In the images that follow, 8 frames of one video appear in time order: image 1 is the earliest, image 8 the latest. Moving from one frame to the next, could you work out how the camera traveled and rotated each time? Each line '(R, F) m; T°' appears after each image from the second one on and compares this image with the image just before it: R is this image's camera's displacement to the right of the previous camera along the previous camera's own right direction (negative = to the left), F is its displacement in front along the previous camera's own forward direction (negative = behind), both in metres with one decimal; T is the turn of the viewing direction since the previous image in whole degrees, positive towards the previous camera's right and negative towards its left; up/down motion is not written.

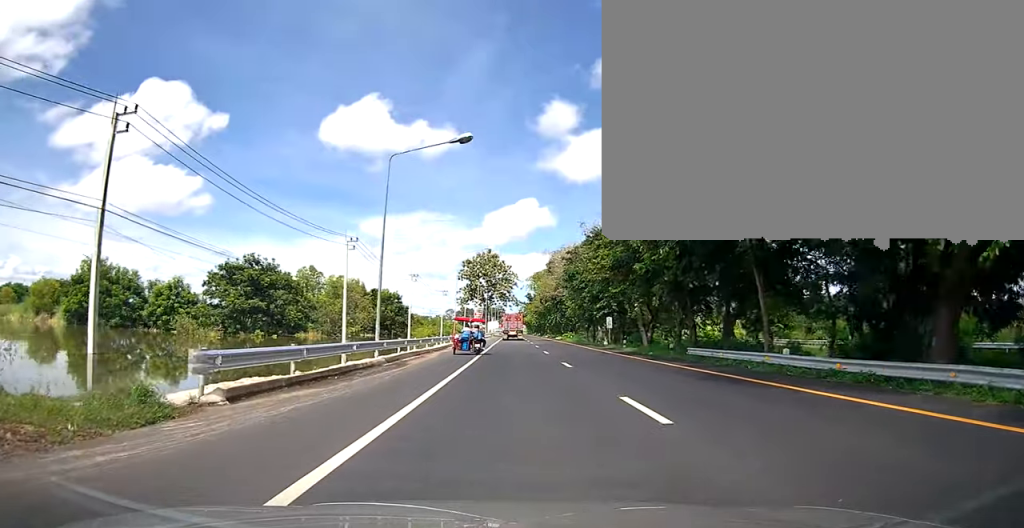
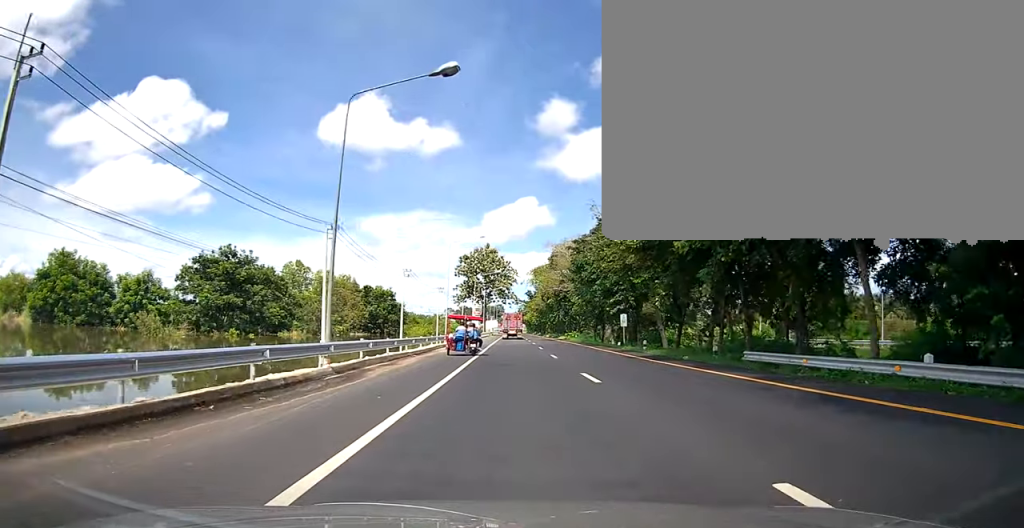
(0.0, +6.2) m; 0°
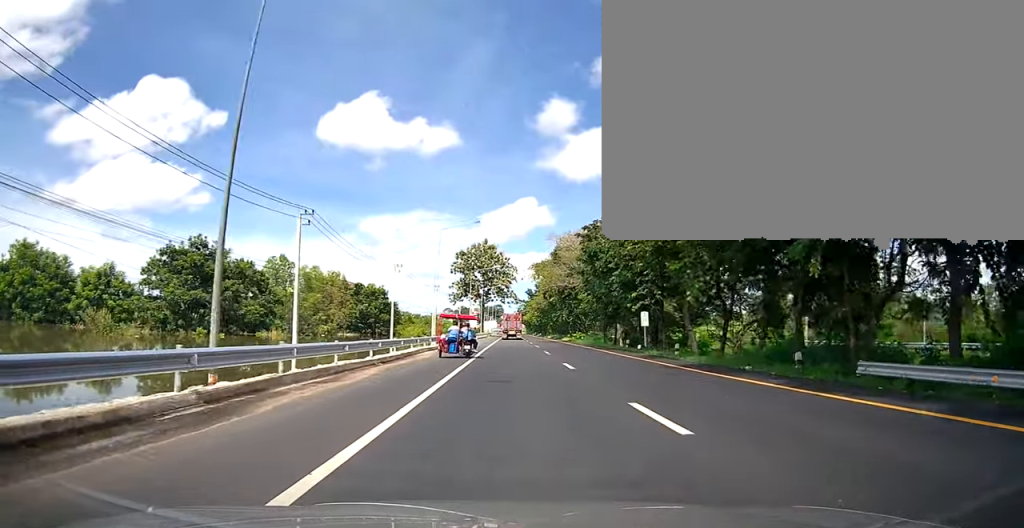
(0.0, +6.7) m; 0°
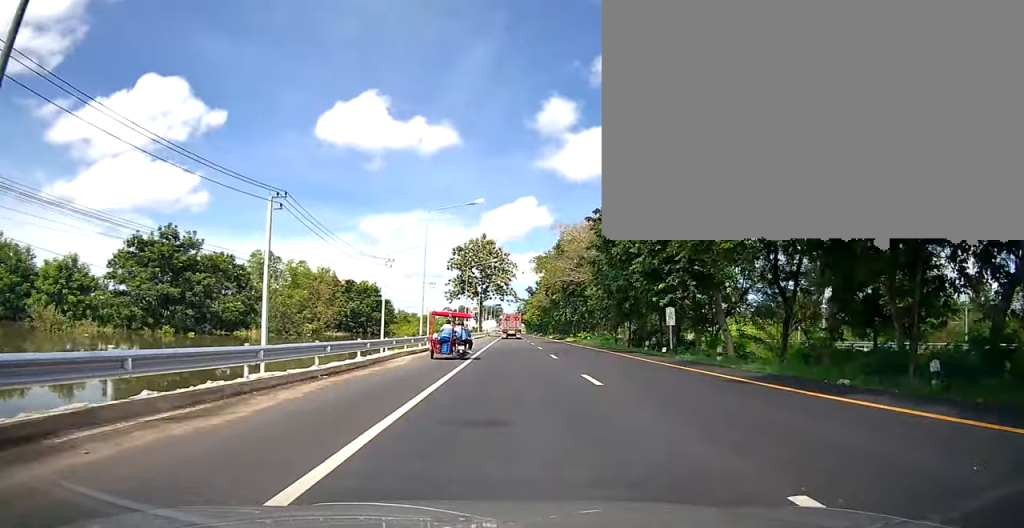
(0.0, +5.7) m; 0°
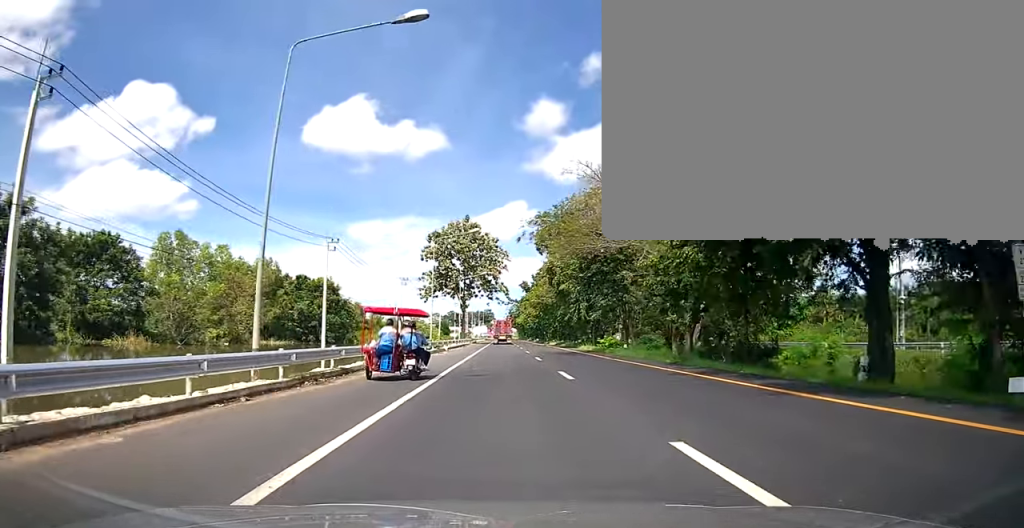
(+0.1, +21.4) m; 0°
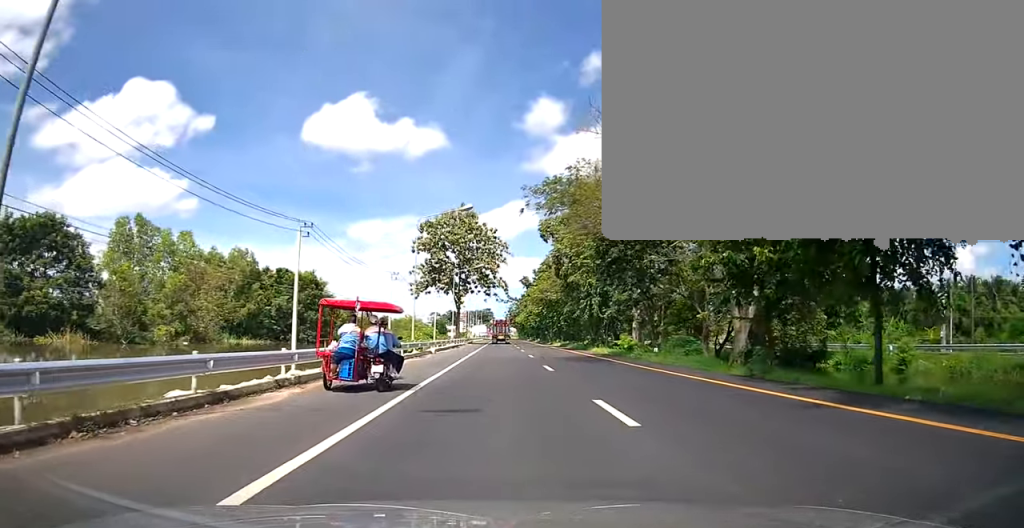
(+0.1, +7.4) m; -1°
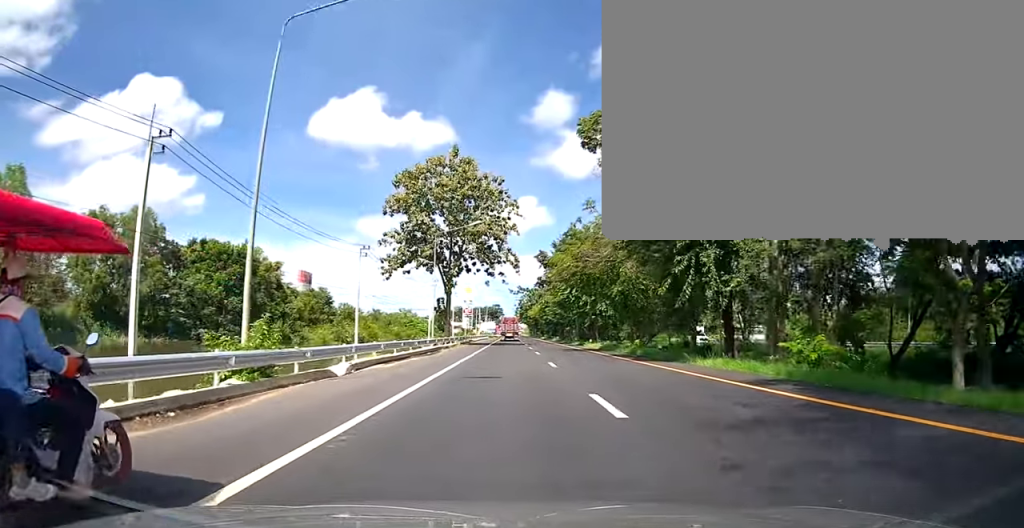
(-0.3, +23.0) m; 0°
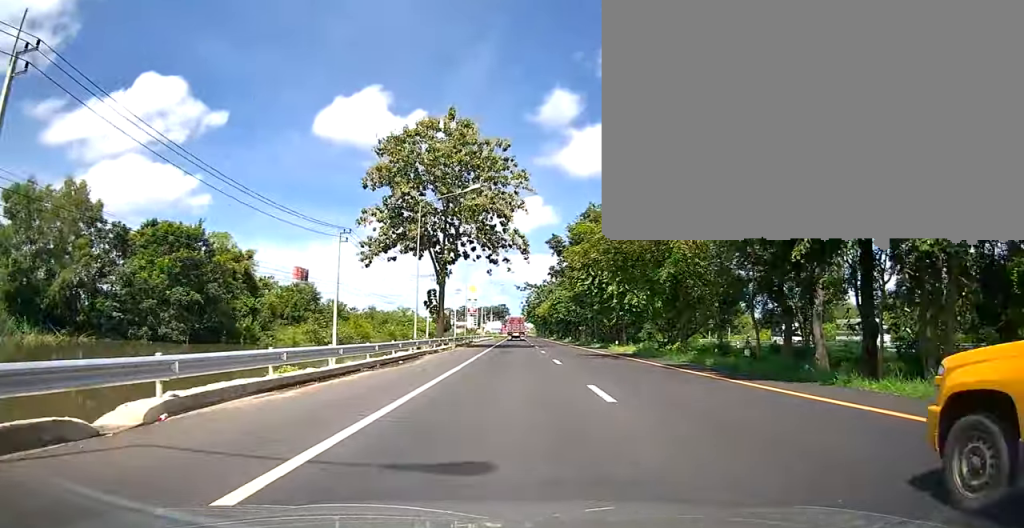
(0.0, +10.2) m; 0°
